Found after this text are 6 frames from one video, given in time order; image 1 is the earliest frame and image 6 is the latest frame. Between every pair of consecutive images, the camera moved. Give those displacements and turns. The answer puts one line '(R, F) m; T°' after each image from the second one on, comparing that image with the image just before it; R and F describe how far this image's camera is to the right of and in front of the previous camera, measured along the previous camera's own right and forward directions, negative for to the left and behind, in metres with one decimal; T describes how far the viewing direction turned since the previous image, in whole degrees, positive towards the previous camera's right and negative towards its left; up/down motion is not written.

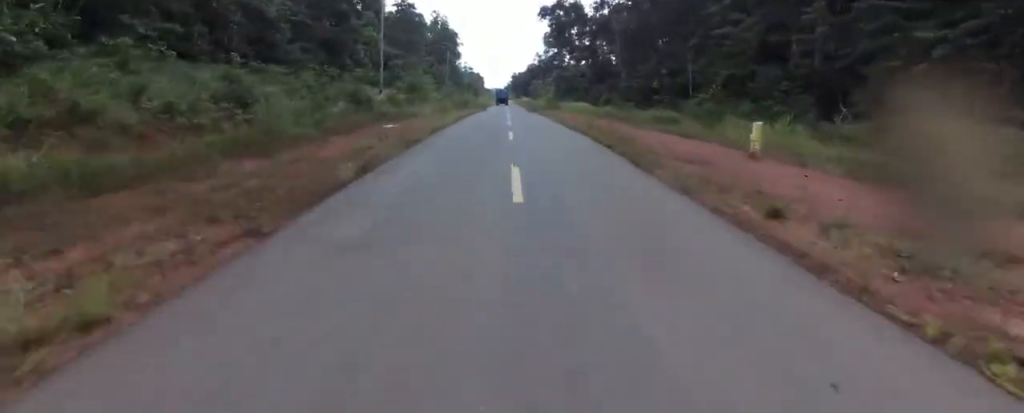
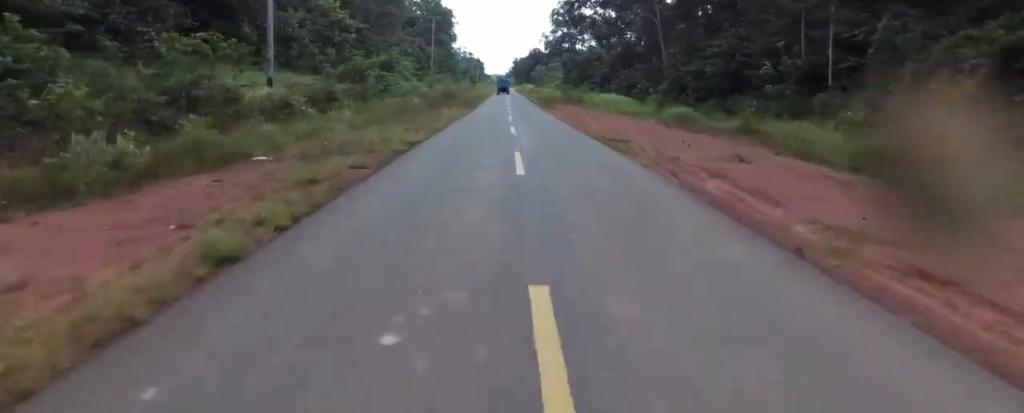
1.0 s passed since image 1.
(-0.1, +22.4) m; 0°
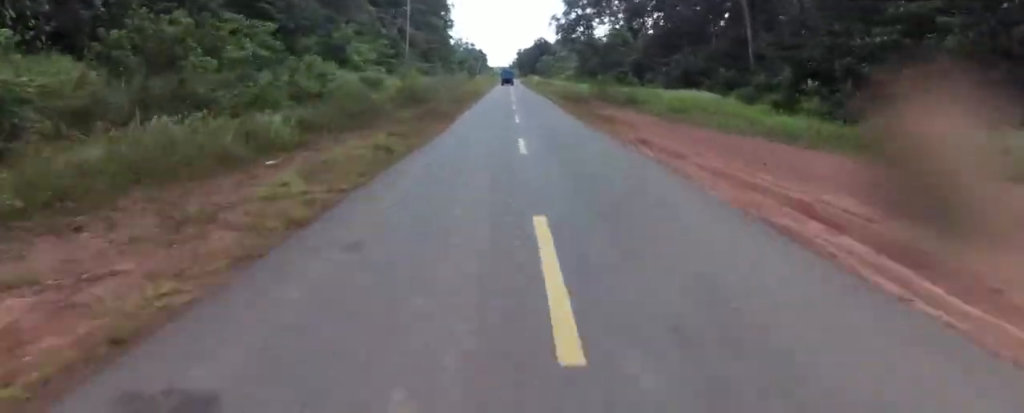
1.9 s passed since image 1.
(-0.1, +22.6) m; 0°
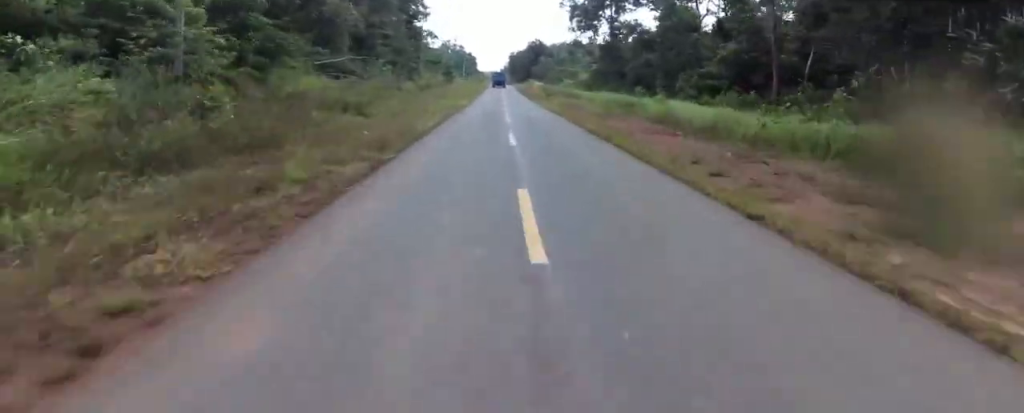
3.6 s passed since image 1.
(0.0, +38.8) m; 0°
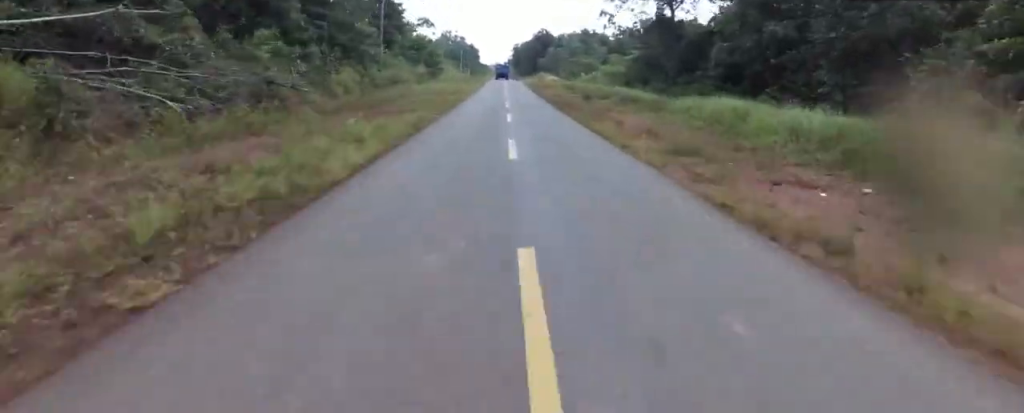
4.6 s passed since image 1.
(0.0, +25.7) m; 0°
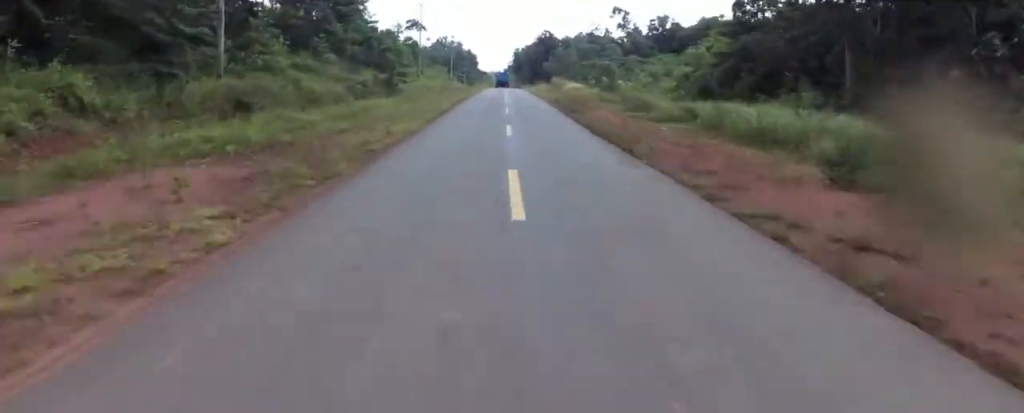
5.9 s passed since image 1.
(+0.6, +29.2) m; +2°
